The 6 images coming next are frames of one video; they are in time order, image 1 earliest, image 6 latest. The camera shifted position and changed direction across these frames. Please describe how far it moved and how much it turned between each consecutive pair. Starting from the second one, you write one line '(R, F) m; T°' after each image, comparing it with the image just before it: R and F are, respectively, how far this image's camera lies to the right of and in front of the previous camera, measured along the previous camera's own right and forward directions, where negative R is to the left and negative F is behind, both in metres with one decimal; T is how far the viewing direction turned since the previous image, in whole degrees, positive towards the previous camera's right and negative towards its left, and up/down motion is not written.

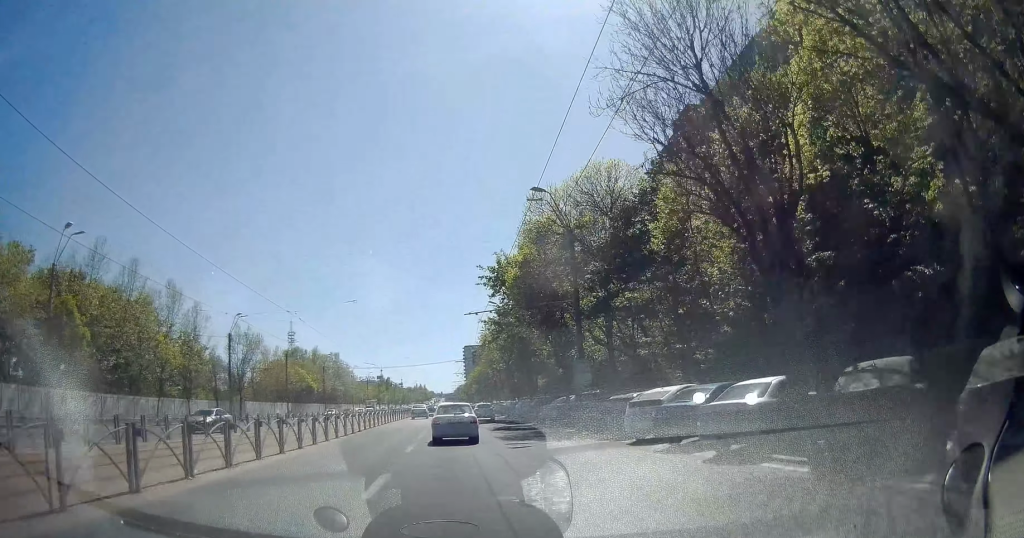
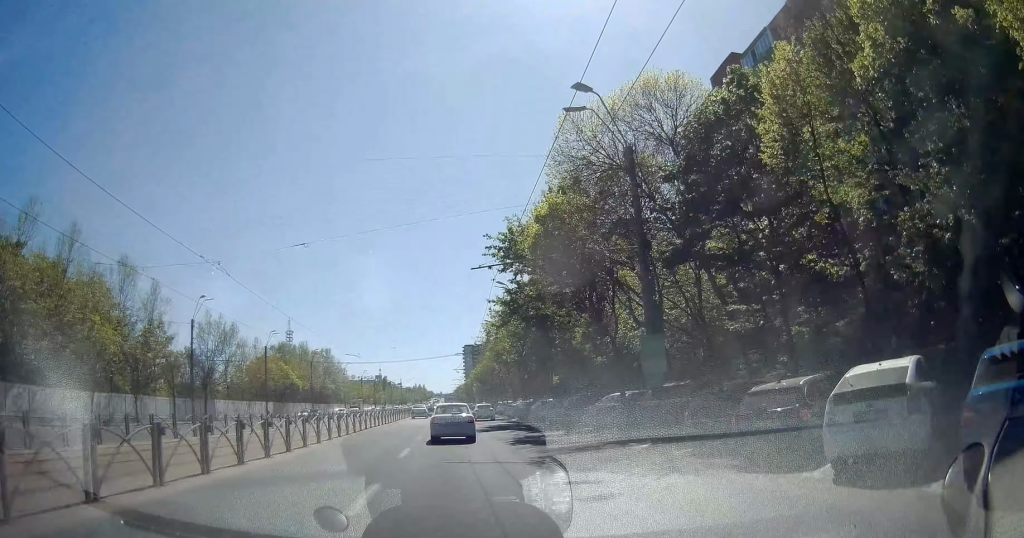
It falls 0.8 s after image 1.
(+0.2, +10.0) m; -1°
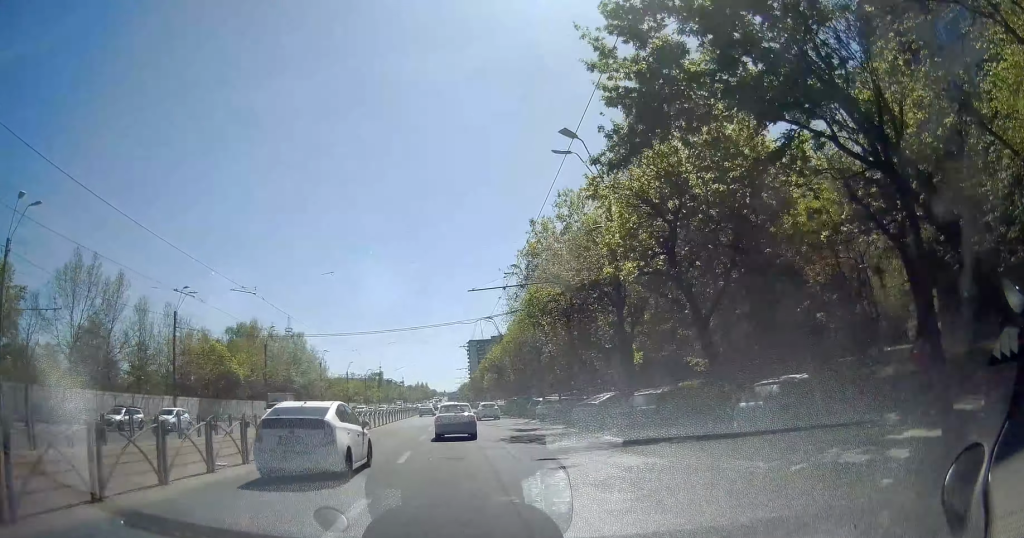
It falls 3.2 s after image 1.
(-0.6, +29.0) m; -1°
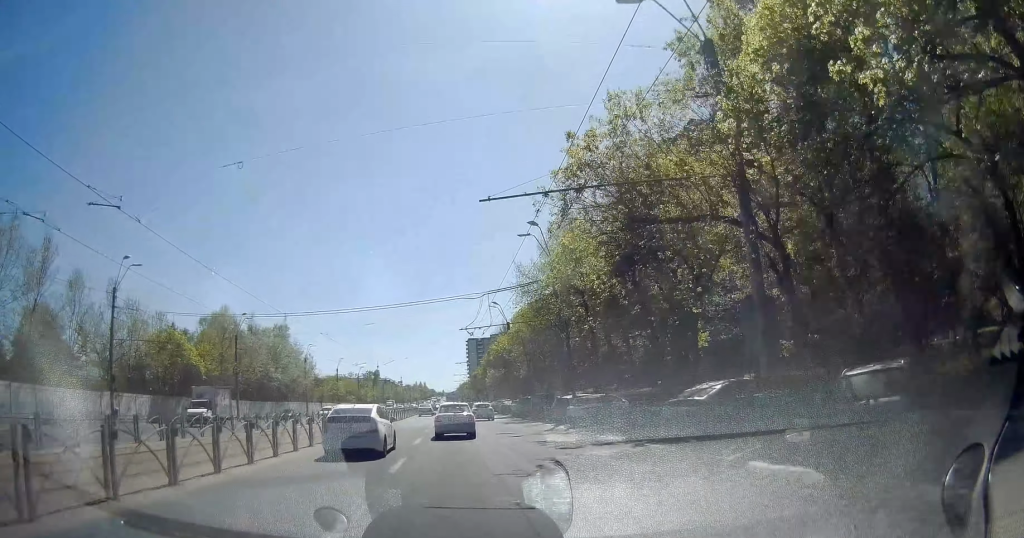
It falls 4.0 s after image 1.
(0.0, +10.8) m; 0°
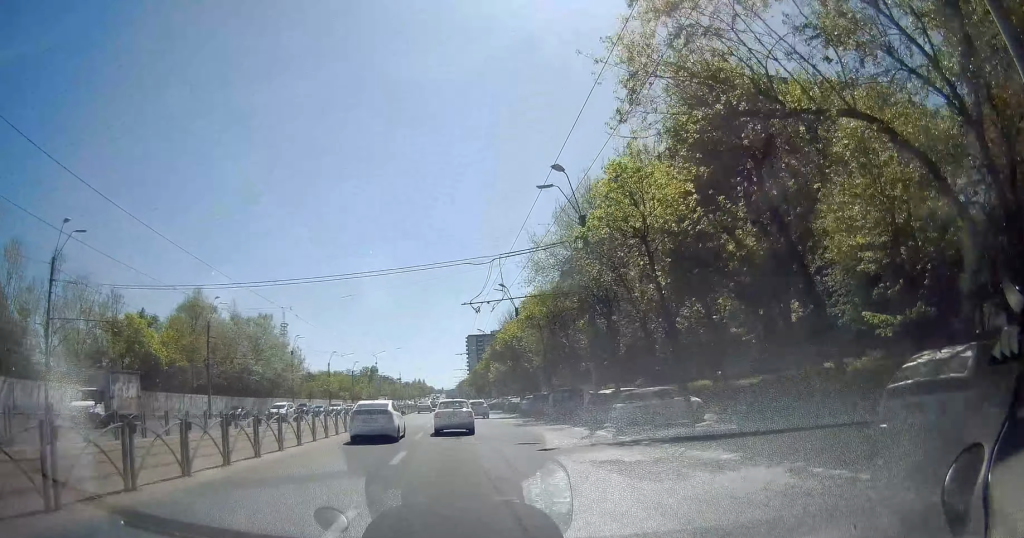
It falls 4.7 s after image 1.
(0.0, +8.2) m; -1°
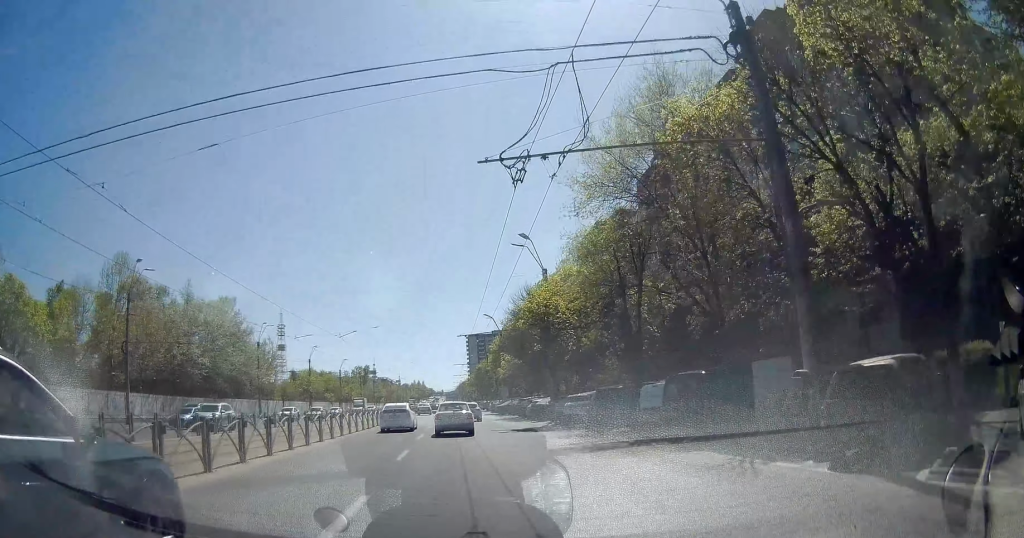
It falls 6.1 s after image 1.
(-0.3, +17.0) m; -2°
